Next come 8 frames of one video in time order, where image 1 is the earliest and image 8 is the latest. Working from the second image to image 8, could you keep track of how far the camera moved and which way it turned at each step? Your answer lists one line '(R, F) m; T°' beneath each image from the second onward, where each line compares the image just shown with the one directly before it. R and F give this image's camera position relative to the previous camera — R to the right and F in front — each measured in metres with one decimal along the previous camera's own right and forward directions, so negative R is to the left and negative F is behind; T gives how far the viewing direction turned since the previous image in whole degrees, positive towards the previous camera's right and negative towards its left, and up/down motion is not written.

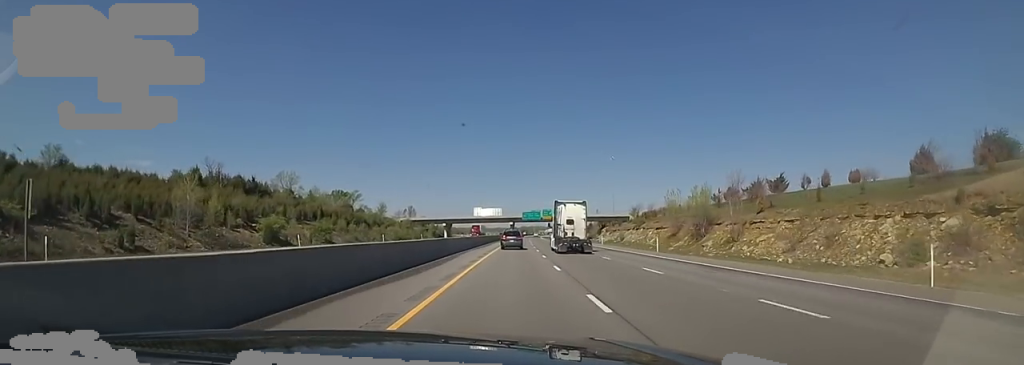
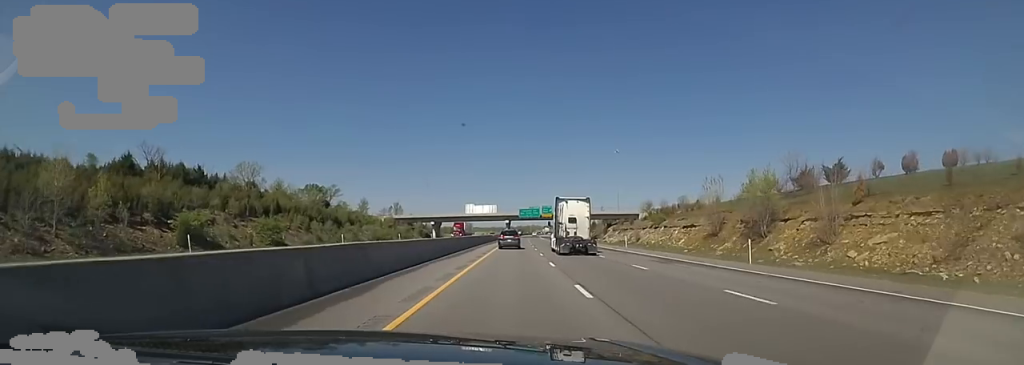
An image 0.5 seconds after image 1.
(+0.6, +17.6) m; 0°
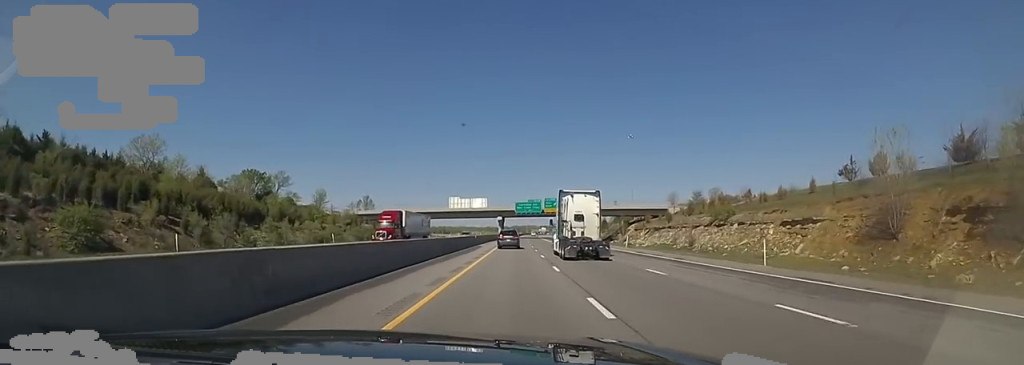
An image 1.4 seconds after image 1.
(-1.2, +32.0) m; 0°
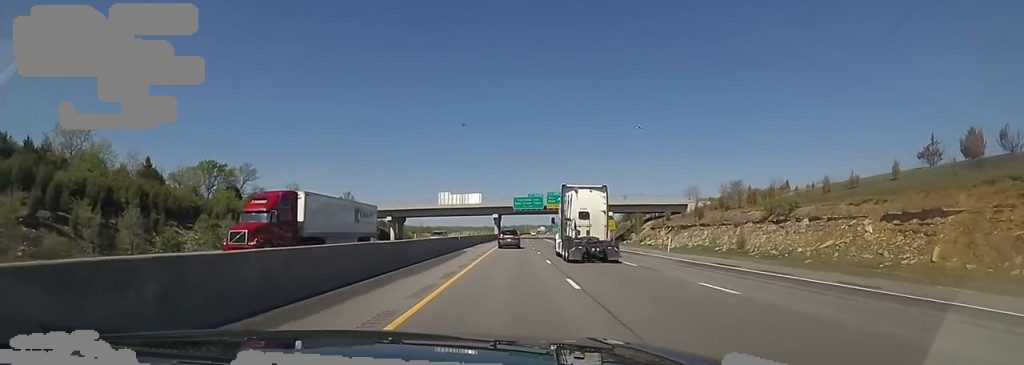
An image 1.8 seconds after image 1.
(+0.4, +15.4) m; +1°
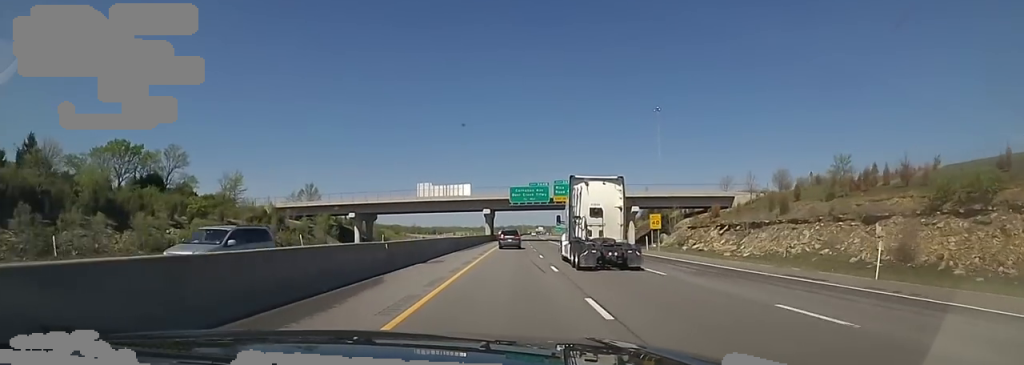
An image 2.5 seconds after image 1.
(+0.7, +23.7) m; +2°
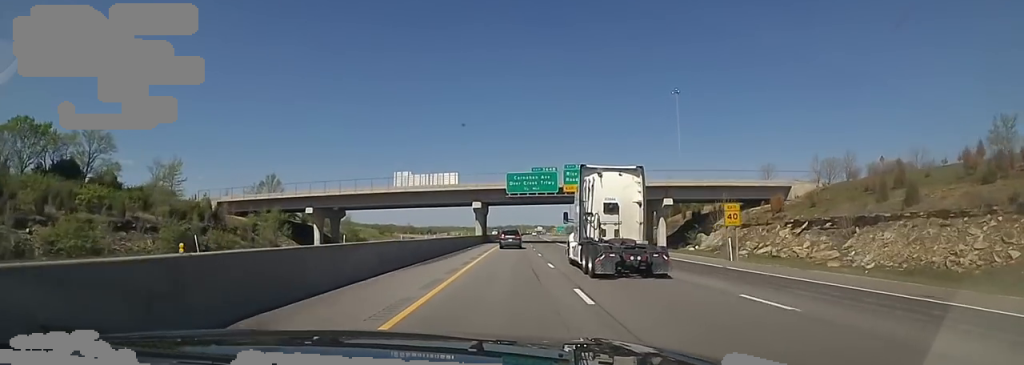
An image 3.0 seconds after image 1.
(0.0, +17.7) m; 0°
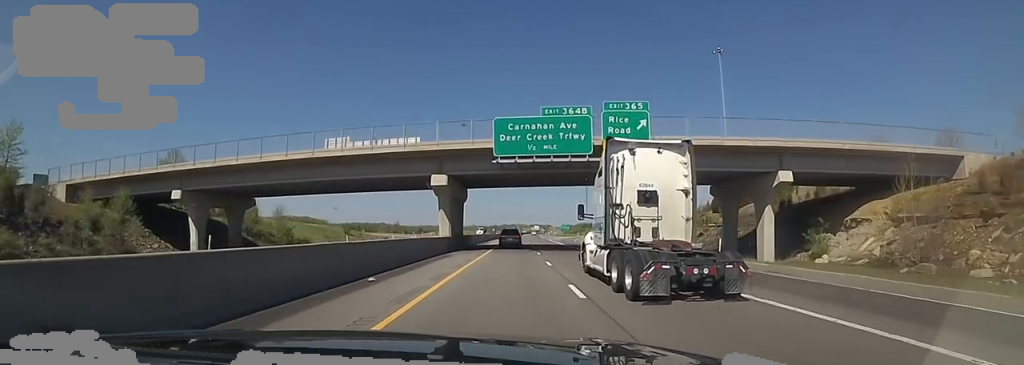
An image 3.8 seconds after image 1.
(0.0, +28.1) m; 0°
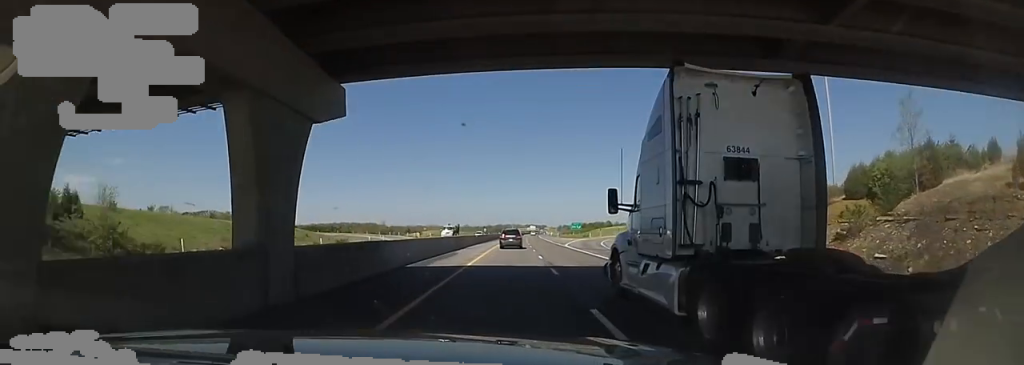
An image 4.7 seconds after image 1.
(-0.1, +32.5) m; +1°
